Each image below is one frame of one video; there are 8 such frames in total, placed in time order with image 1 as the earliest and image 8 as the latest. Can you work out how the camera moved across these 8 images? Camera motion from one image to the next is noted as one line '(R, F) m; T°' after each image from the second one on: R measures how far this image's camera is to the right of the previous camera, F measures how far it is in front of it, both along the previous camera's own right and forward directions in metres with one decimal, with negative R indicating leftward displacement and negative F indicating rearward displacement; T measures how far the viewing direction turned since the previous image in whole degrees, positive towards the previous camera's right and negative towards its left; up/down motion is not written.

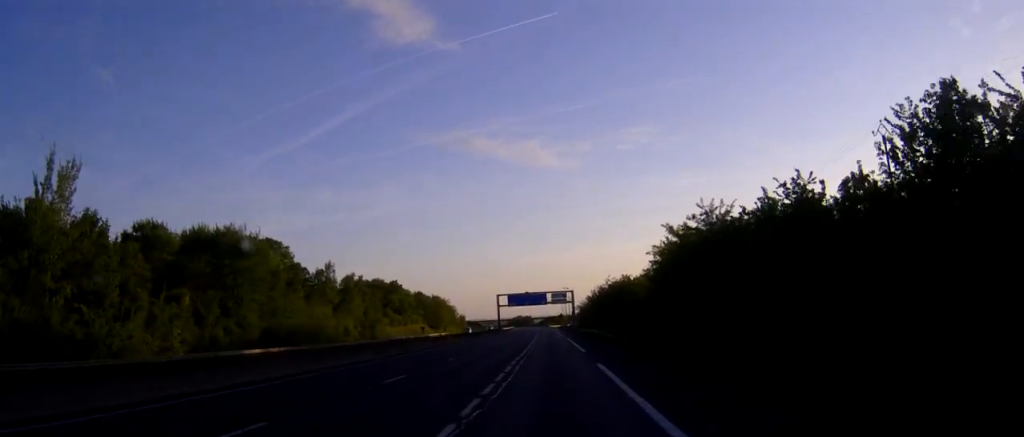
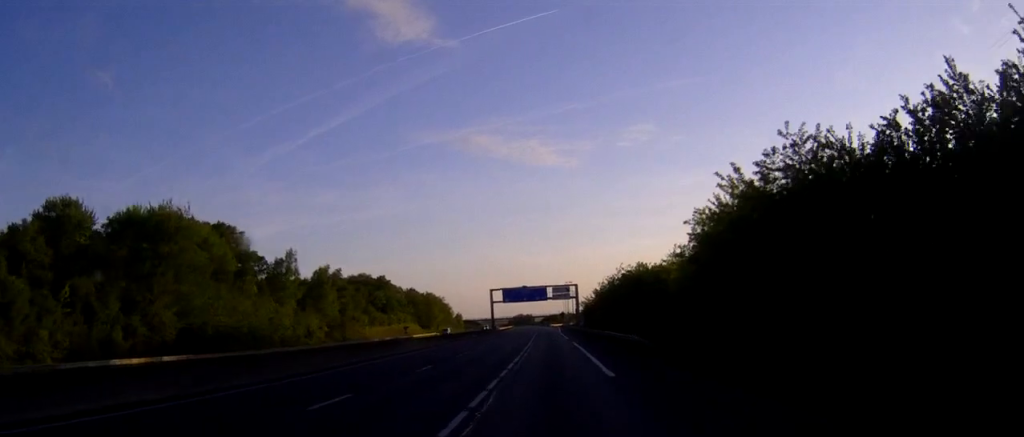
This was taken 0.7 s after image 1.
(0.0, +20.6) m; 0°
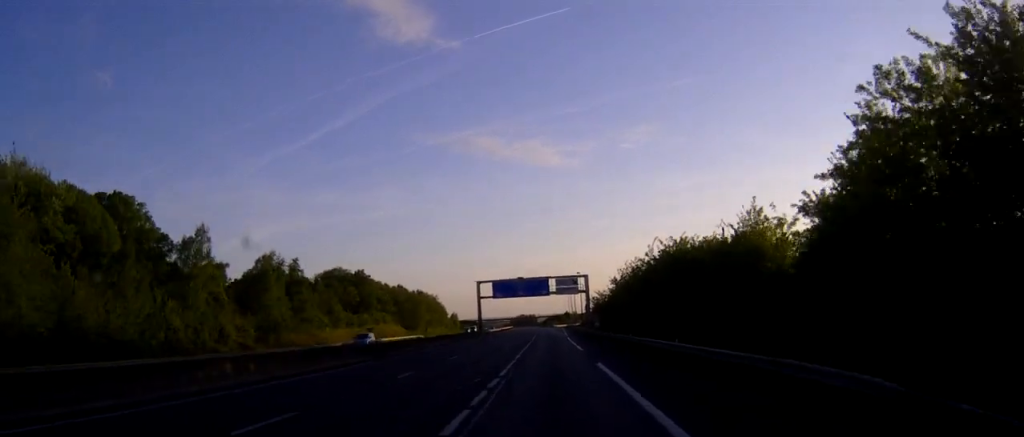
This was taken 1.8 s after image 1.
(0.0, +30.9) m; 0°
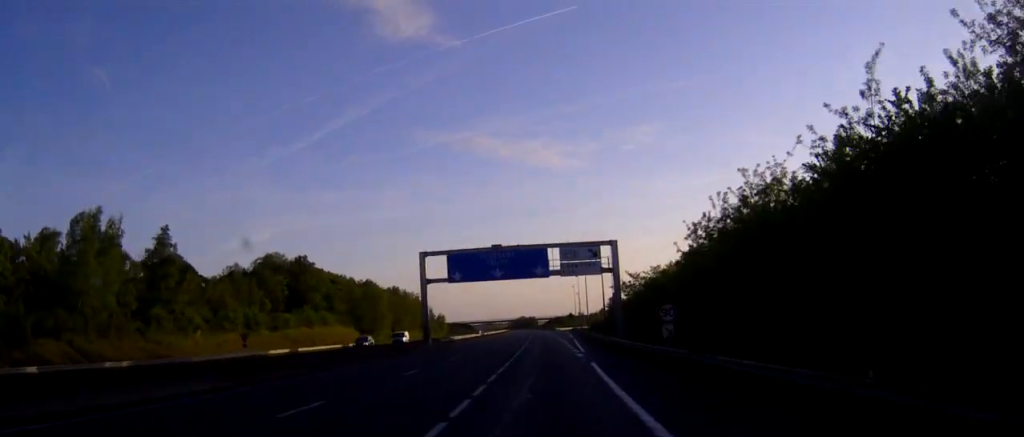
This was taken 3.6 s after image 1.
(-0.2, +50.1) m; 0°
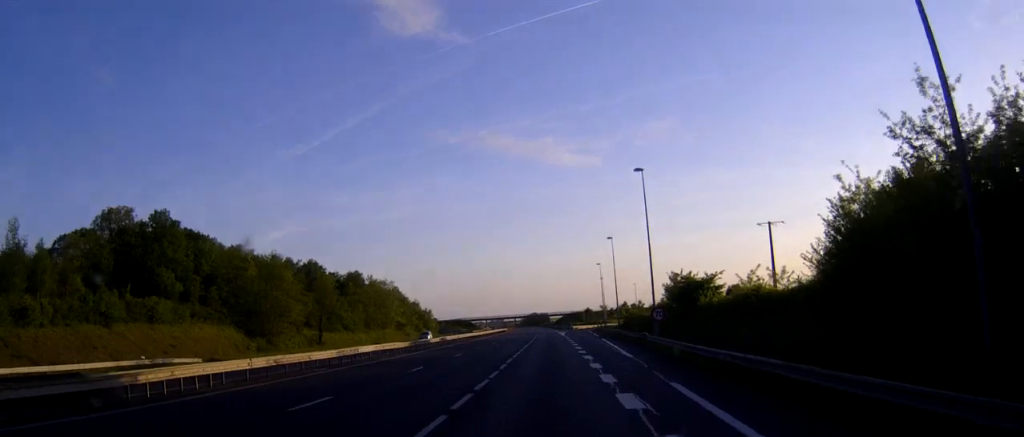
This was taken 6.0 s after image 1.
(-0.4, +65.0) m; -1°
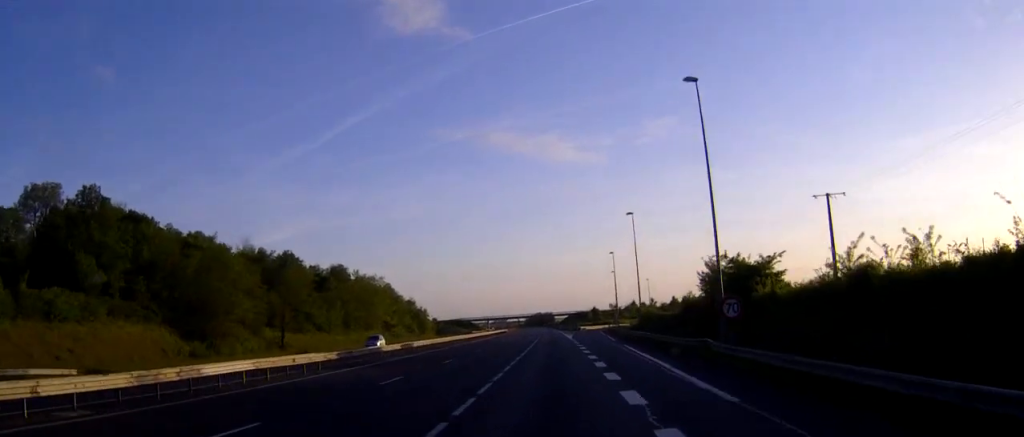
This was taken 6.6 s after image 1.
(0.0, +18.6) m; 0°
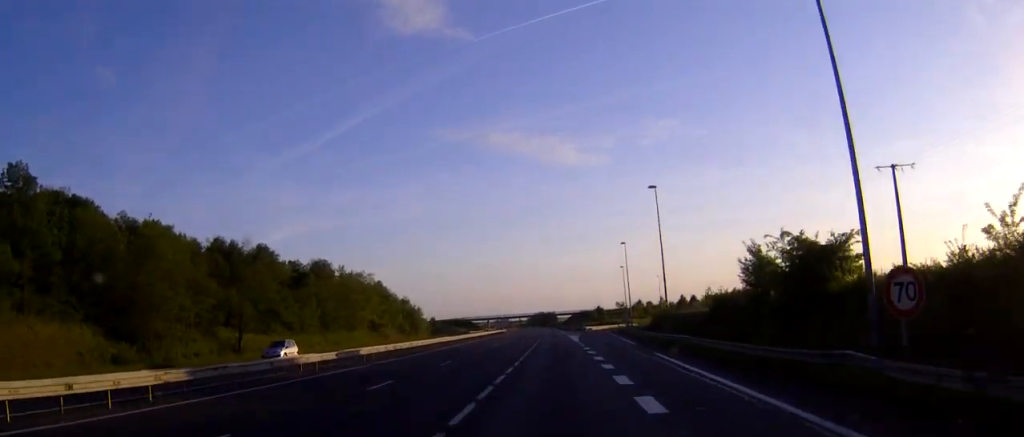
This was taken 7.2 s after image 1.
(0.0, +15.0) m; 0°
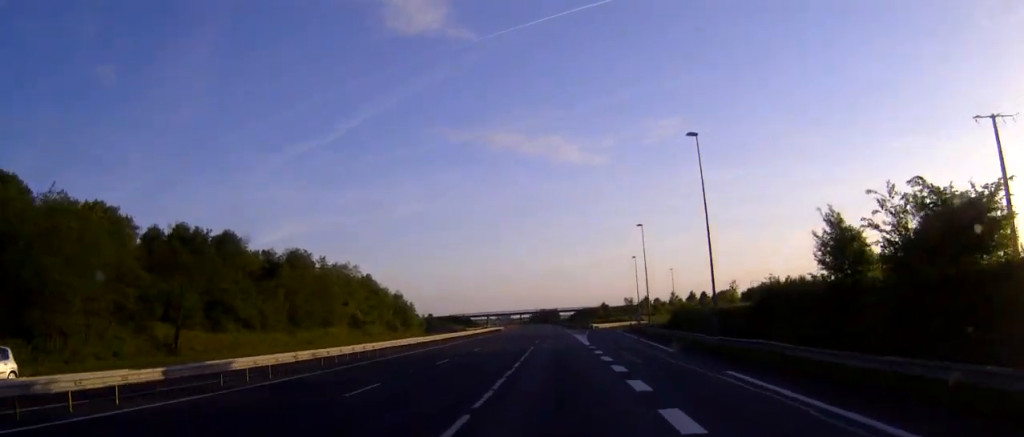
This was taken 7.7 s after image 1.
(0.0, +15.9) m; 0°
